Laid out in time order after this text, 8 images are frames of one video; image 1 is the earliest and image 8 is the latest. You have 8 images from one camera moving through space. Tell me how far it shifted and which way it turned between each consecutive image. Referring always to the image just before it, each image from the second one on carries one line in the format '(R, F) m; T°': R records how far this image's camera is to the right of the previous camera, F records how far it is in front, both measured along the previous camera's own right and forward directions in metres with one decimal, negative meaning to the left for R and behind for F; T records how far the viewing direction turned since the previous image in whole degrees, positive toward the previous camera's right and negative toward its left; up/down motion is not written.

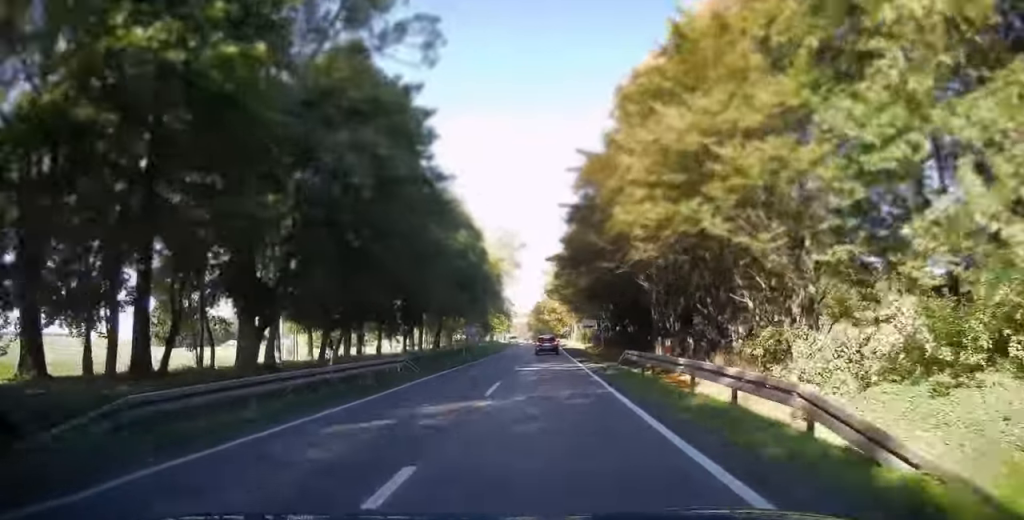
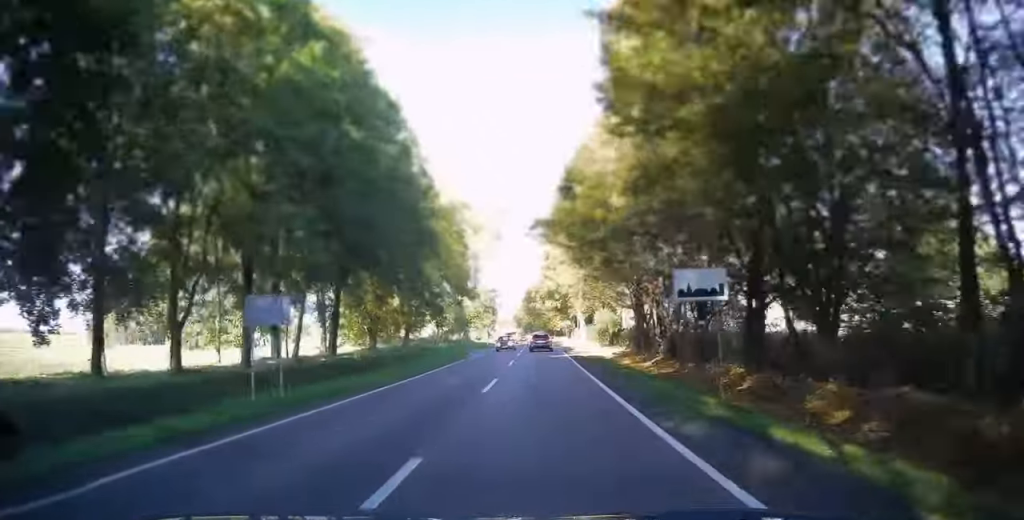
(+0.1, +35.4) m; +1°
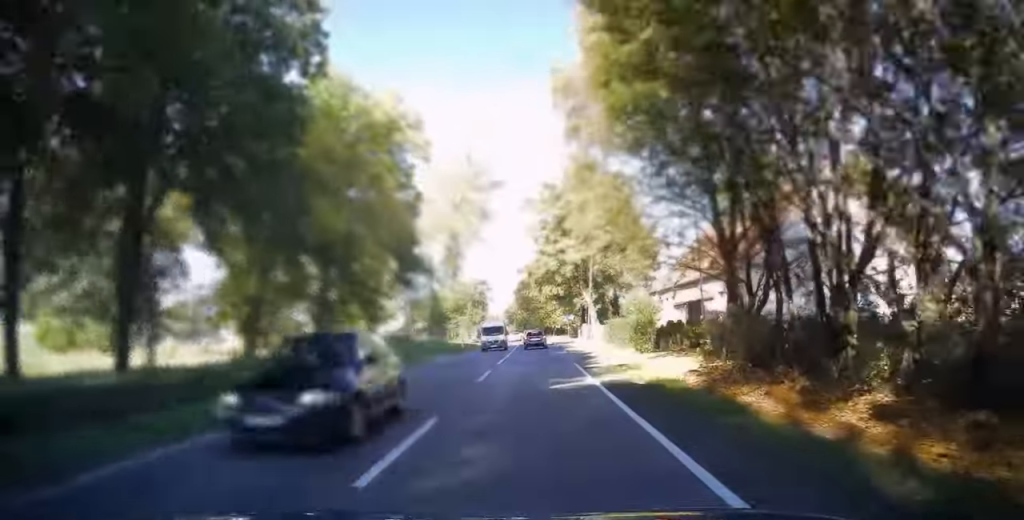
(+0.1, +21.3) m; 0°
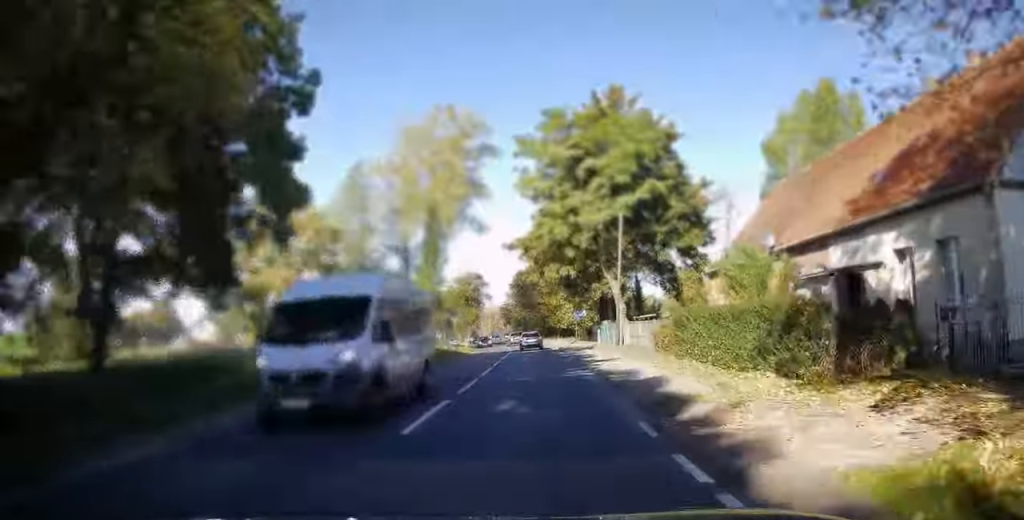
(0.0, +18.7) m; 0°
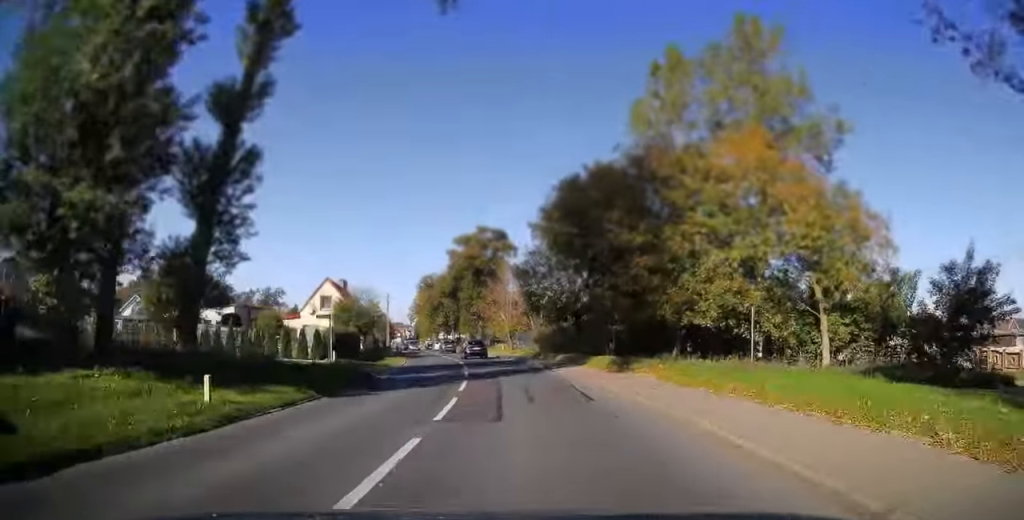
(-1.4, +61.0) m; -5°
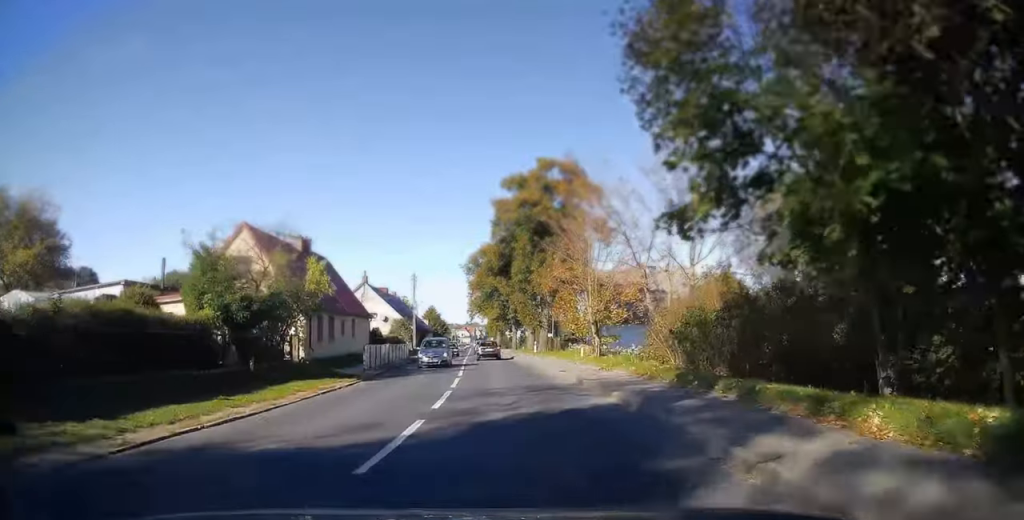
(-1.3, +29.1) m; -7°
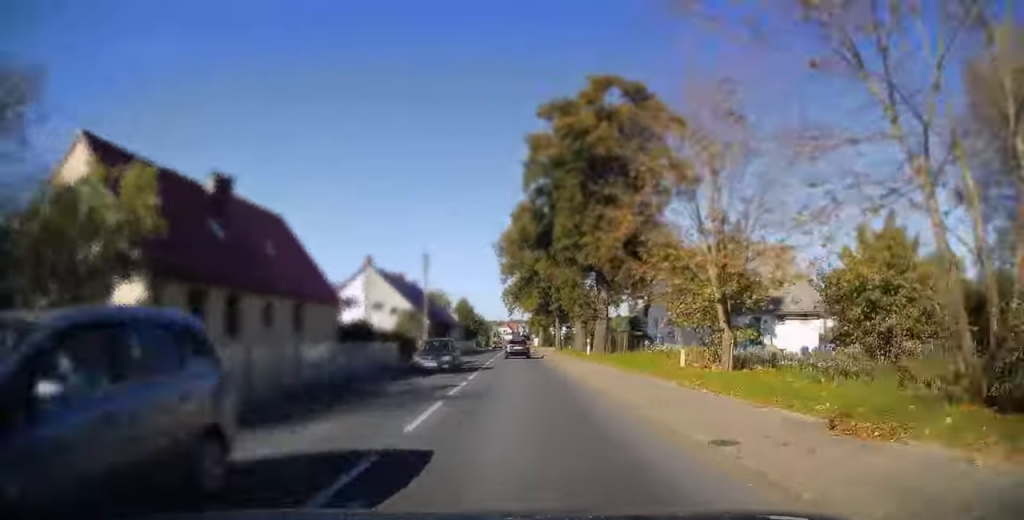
(-1.1, +16.0) m; -3°
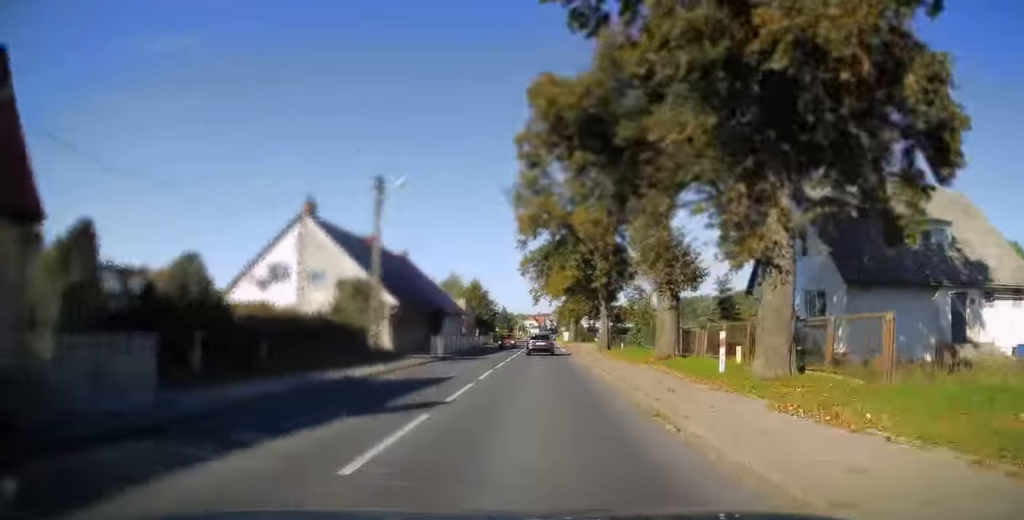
(-0.9, +23.1) m; -3°
